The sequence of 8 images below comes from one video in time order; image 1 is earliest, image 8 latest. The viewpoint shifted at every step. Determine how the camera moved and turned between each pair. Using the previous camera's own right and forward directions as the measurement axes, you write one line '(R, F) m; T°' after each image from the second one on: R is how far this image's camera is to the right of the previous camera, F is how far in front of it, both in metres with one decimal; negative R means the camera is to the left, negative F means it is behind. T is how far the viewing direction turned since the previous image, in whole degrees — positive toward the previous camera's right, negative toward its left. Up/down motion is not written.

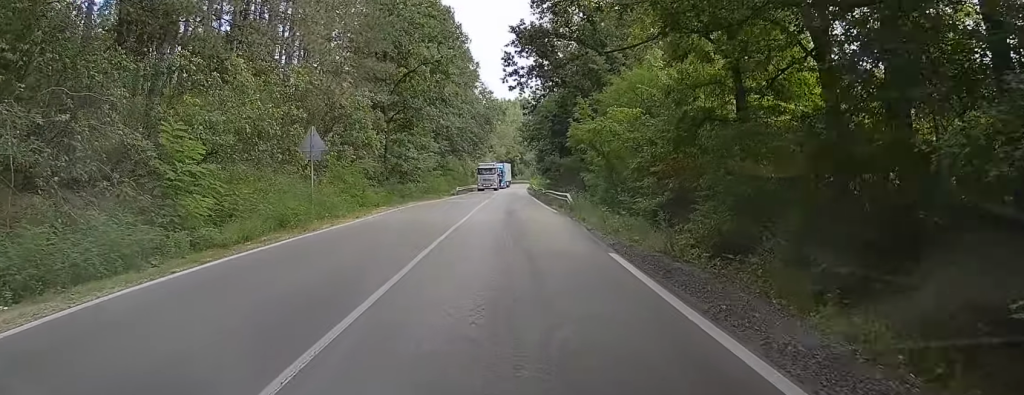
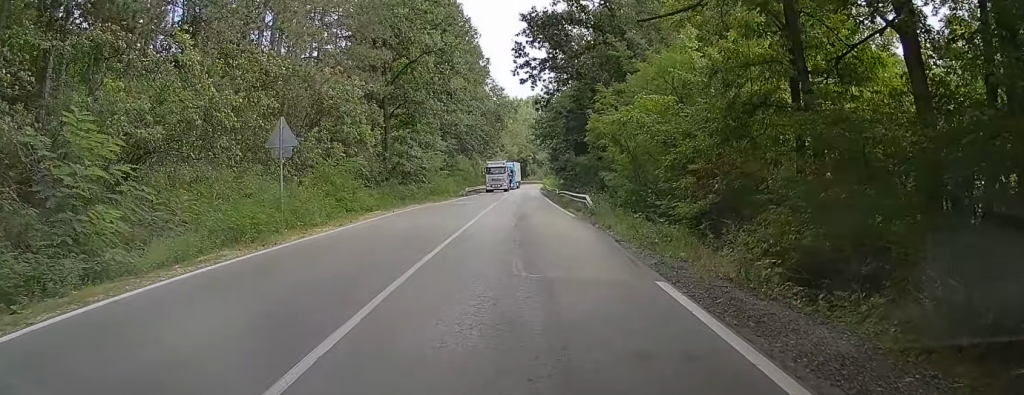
(0.0, +3.8) m; 0°
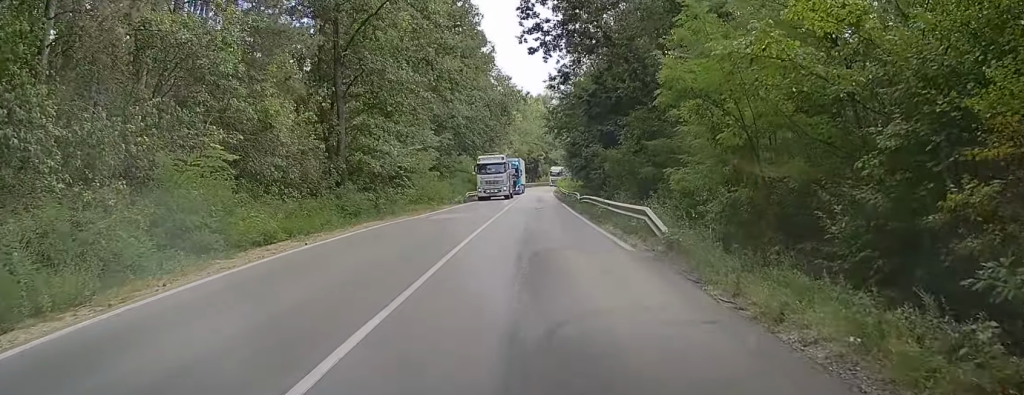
(+0.1, +12.2) m; 0°
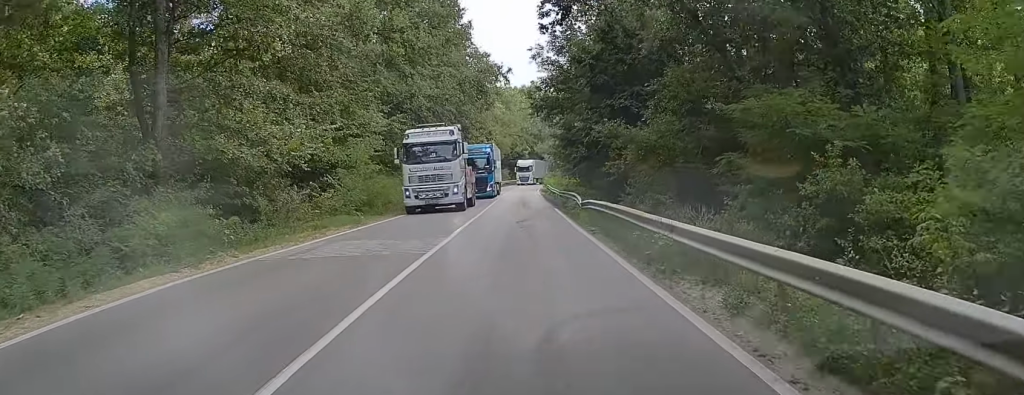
(-0.1, +13.5) m; 0°
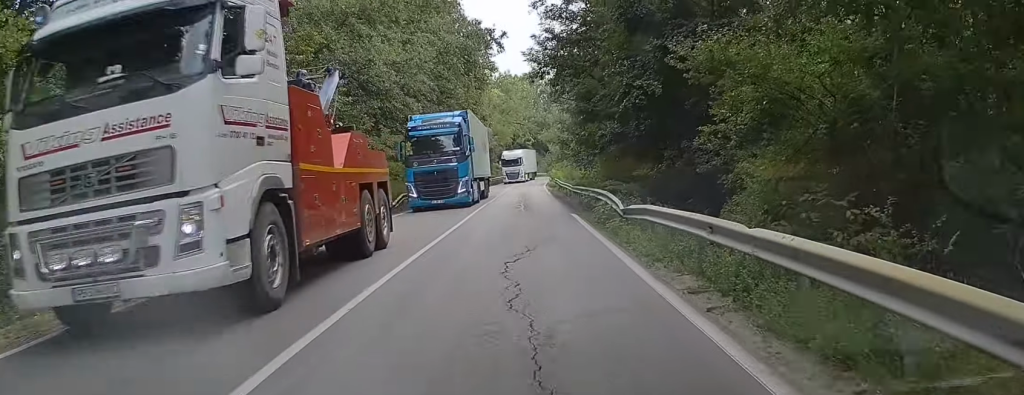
(+0.1, +12.4) m; +1°
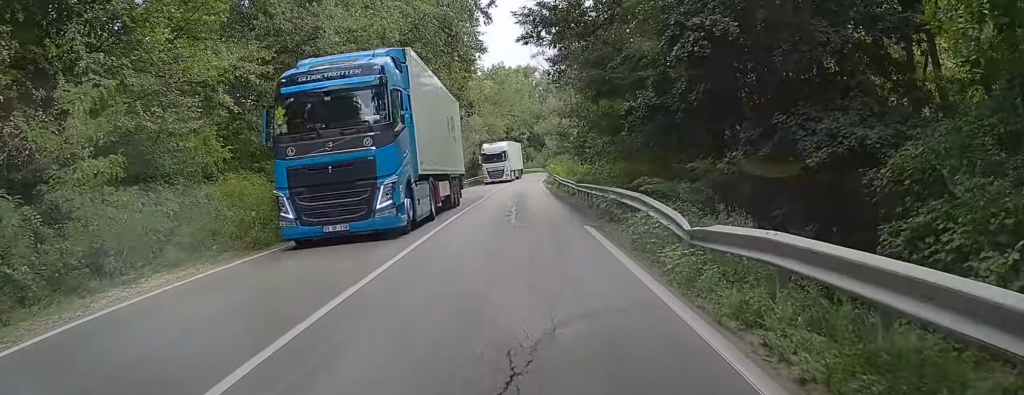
(0.0, +7.7) m; 0°
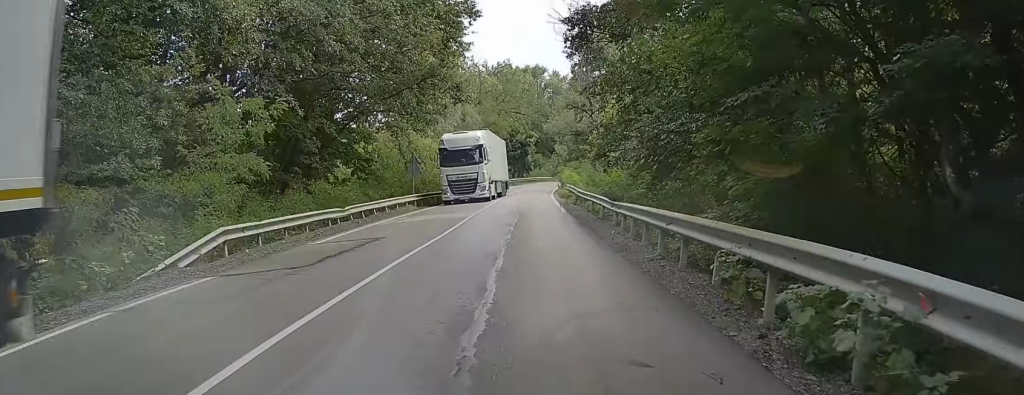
(+0.1, +14.0) m; +1°
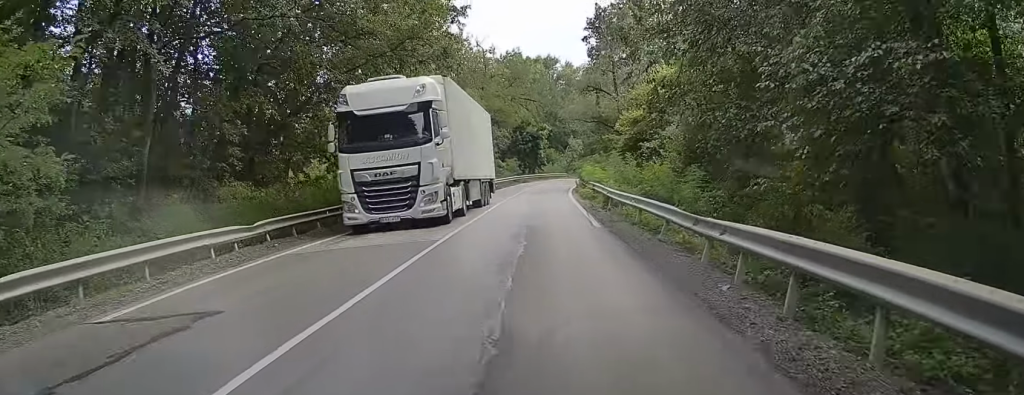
(0.0, +10.0) m; 0°
